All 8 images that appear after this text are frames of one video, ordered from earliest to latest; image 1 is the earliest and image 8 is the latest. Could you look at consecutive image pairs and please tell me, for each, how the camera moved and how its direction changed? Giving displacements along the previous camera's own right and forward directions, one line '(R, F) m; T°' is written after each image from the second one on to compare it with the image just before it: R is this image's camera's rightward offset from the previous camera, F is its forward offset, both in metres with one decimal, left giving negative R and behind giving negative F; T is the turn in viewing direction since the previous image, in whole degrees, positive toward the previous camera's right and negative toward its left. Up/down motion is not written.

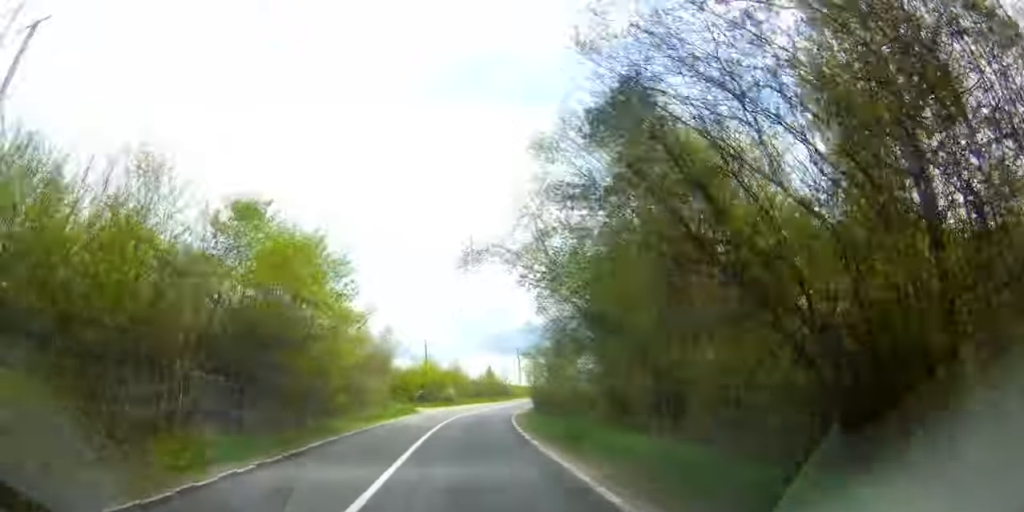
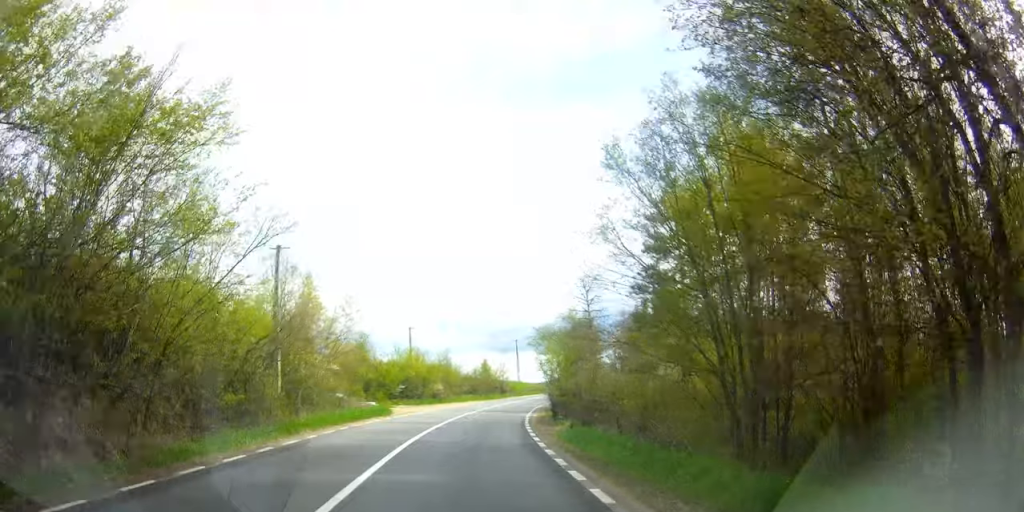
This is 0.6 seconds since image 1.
(-0.7, +13.7) m; -3°
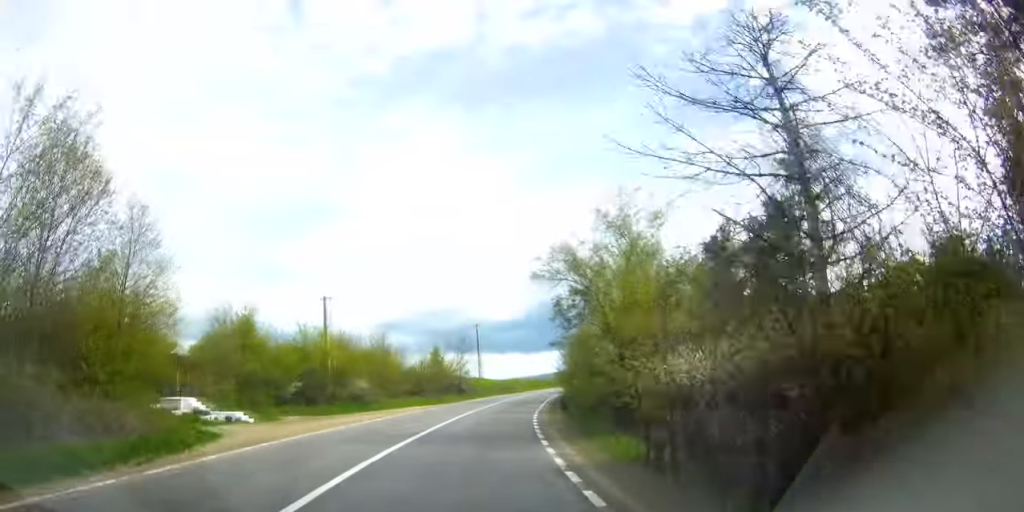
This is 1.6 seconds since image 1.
(-1.1, +24.3) m; -4°
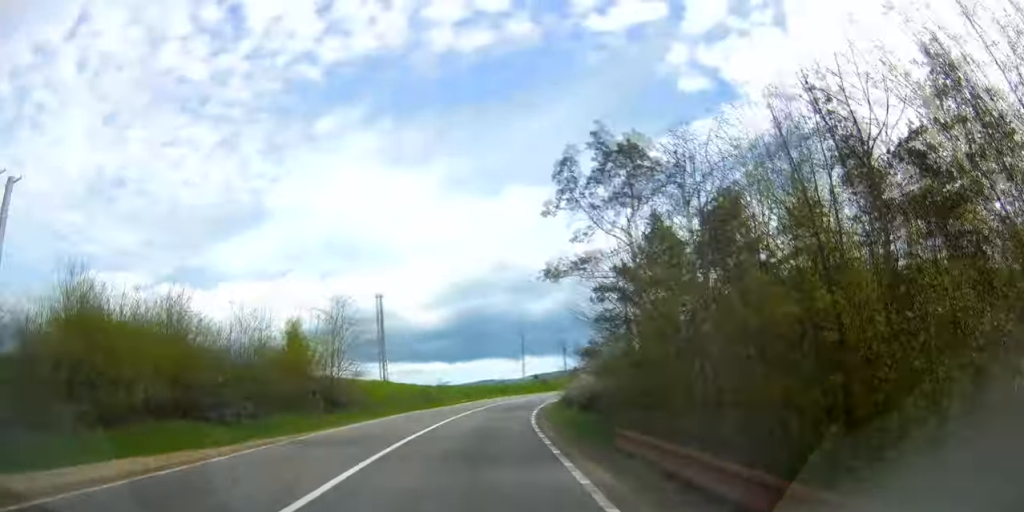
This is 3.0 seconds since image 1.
(-0.5, +34.2) m; +2°
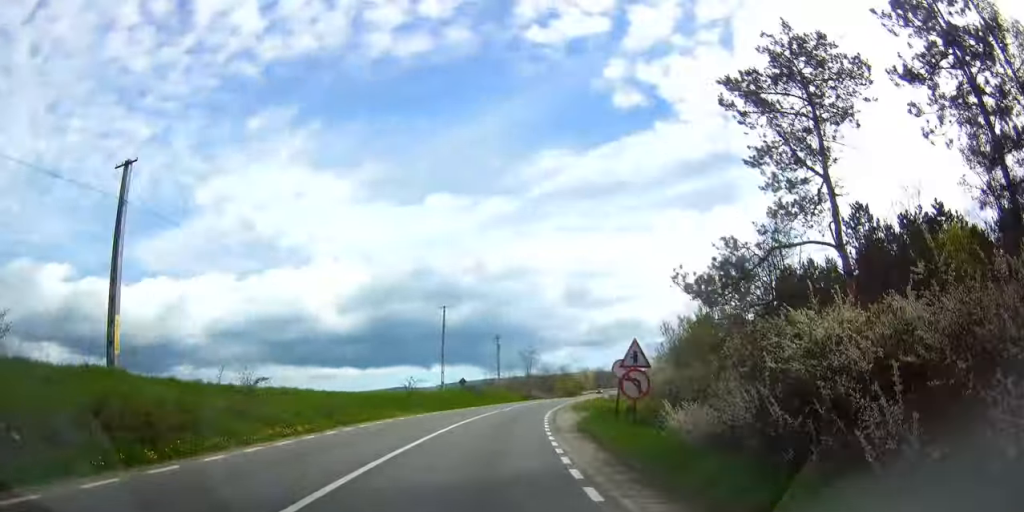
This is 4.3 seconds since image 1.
(+2.1, +33.8) m; +6°
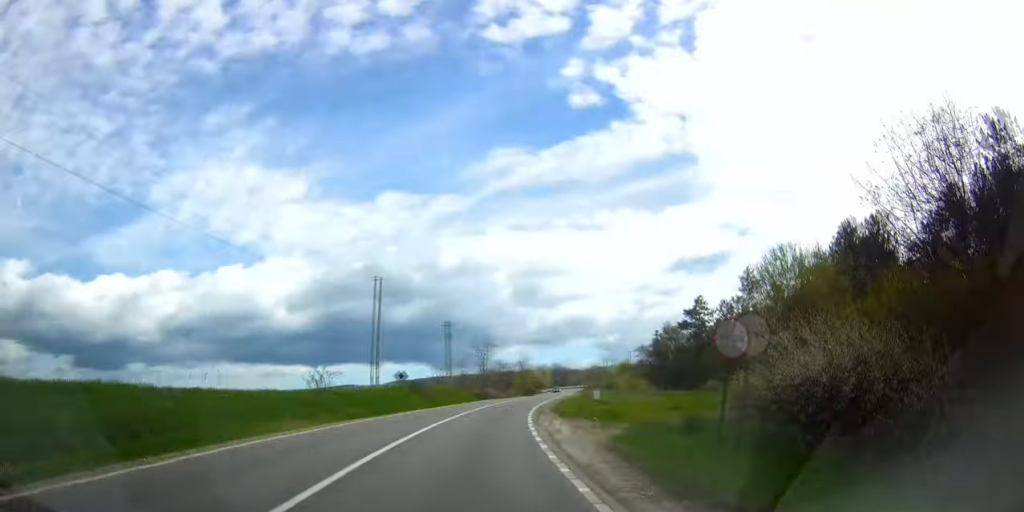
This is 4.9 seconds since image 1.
(-0.1, +15.0) m; +3°
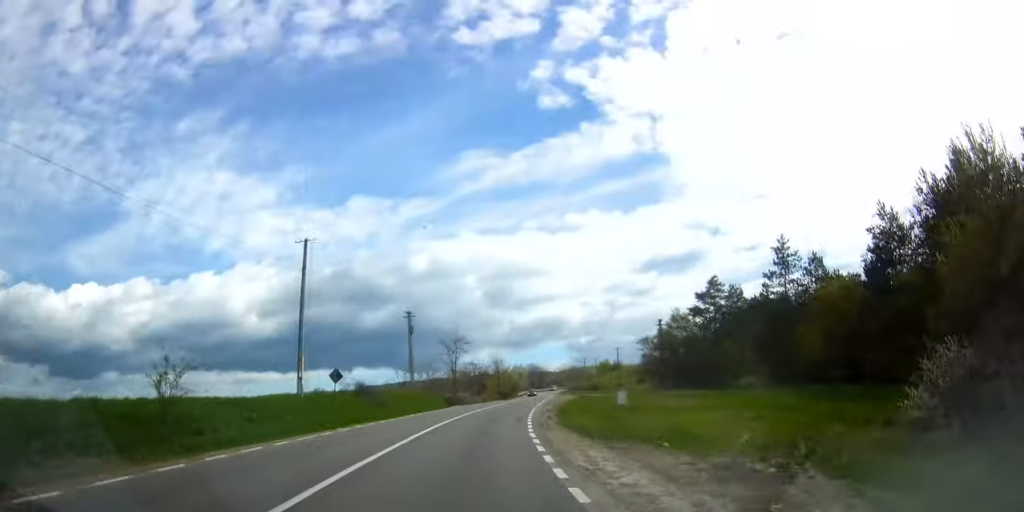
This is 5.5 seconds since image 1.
(+0.8, +13.7) m; +4°
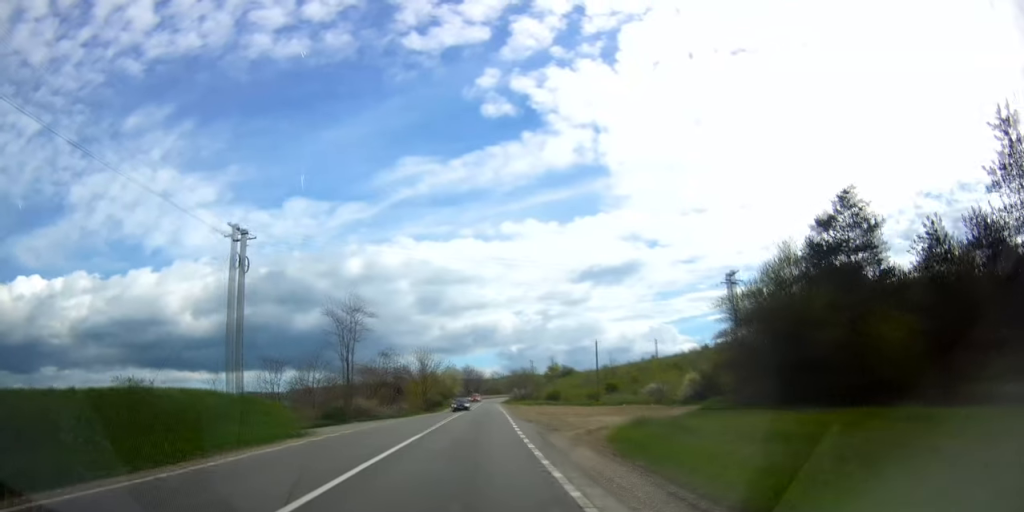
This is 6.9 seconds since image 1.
(+2.5, +34.6) m; +9°
